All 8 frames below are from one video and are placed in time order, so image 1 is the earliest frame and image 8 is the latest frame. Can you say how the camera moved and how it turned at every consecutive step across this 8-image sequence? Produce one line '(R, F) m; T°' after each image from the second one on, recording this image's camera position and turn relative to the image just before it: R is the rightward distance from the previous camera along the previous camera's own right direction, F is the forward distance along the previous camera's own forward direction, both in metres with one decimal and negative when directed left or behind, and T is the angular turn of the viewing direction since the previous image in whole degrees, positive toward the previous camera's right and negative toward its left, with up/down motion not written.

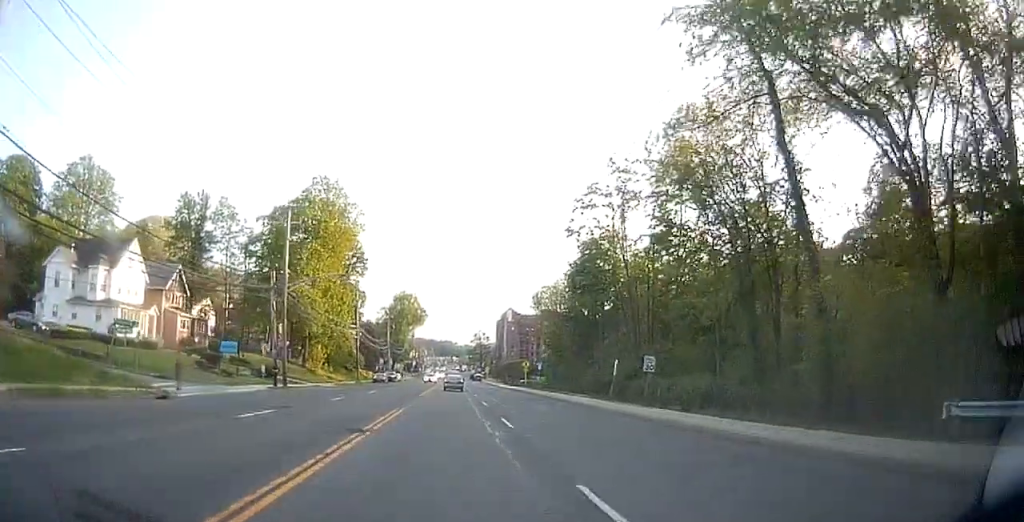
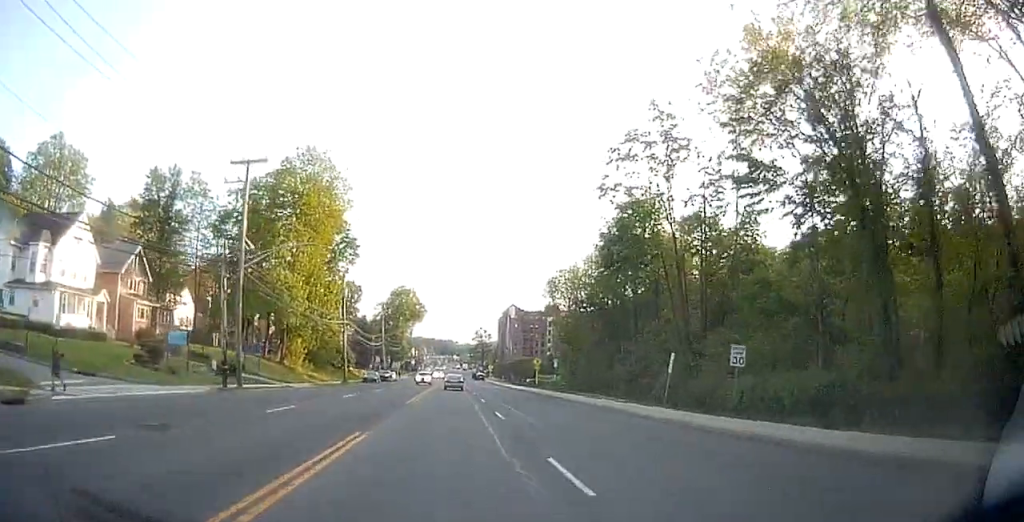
(+0.2, +9.8) m; 0°
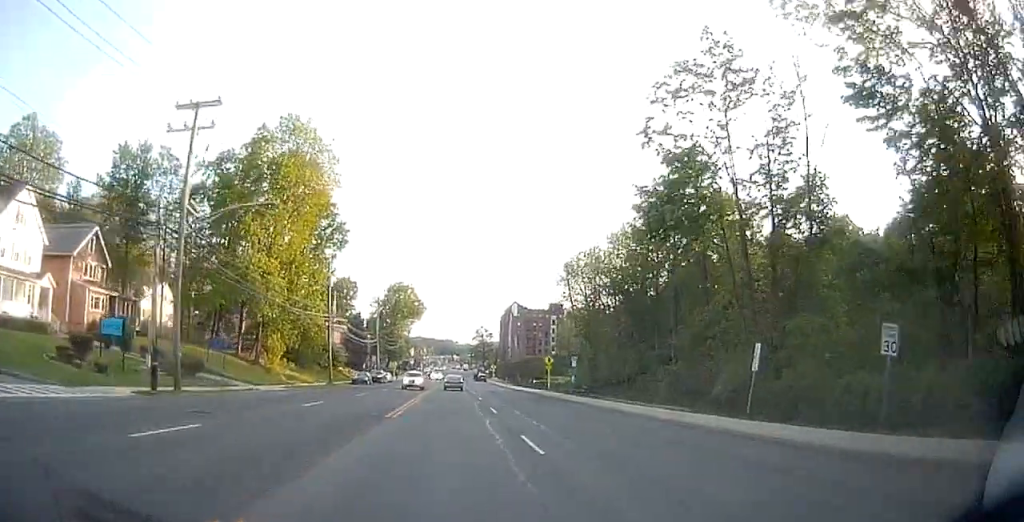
(+0.1, +8.3) m; 0°
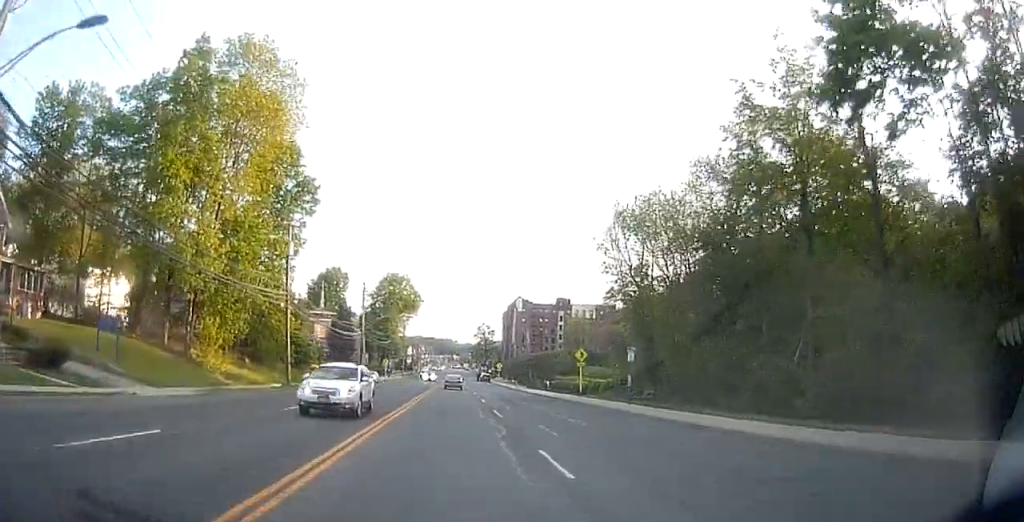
(-0.4, +15.2) m; -1°
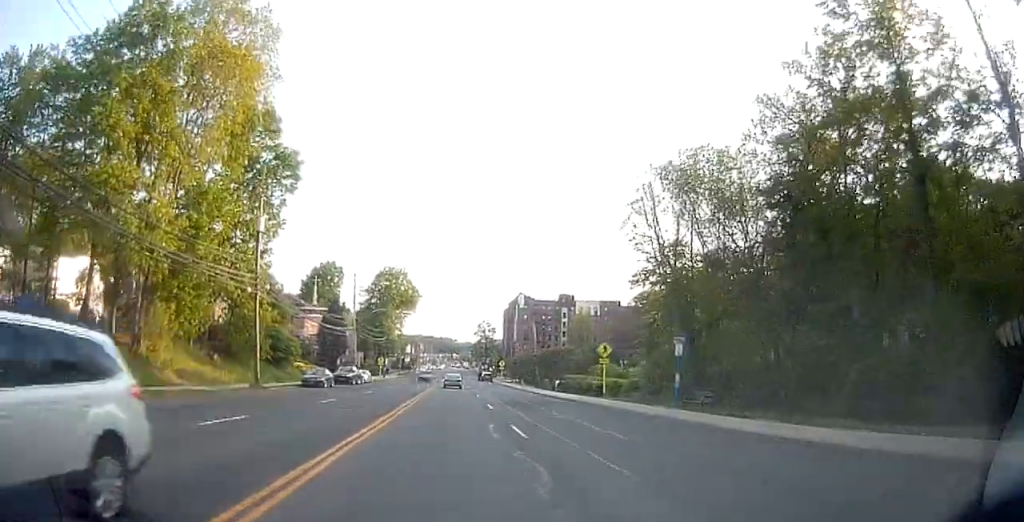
(-0.2, +7.1) m; +1°
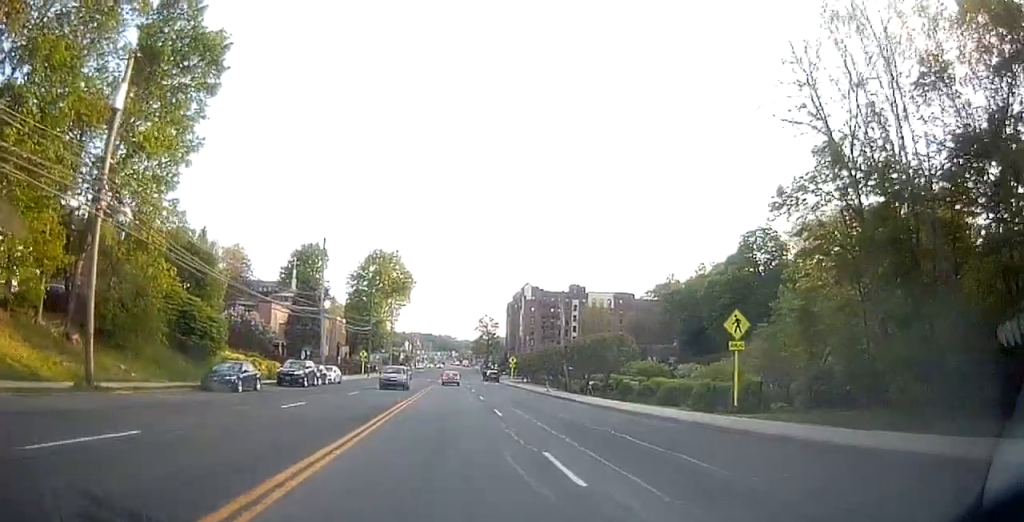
(+0.5, +18.3) m; +1°
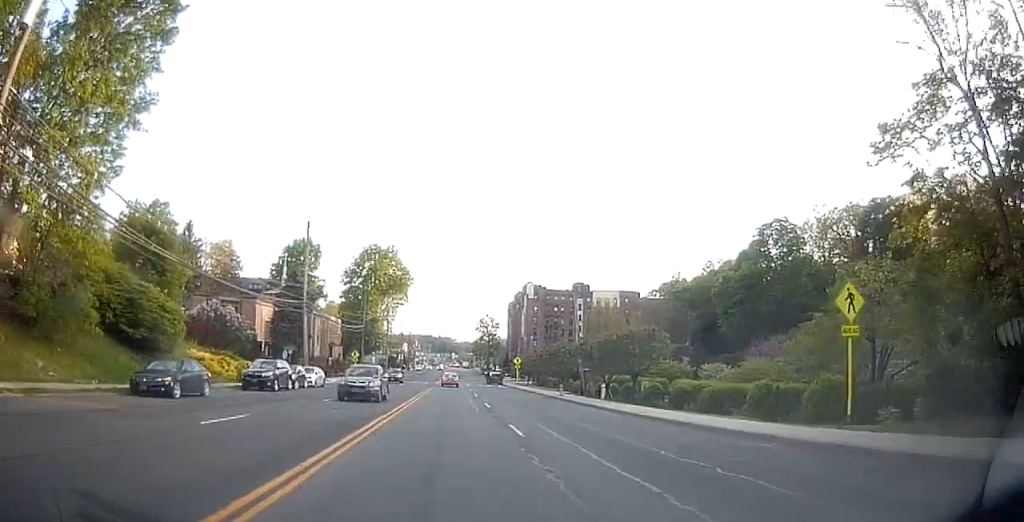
(-0.1, +6.5) m; -1°
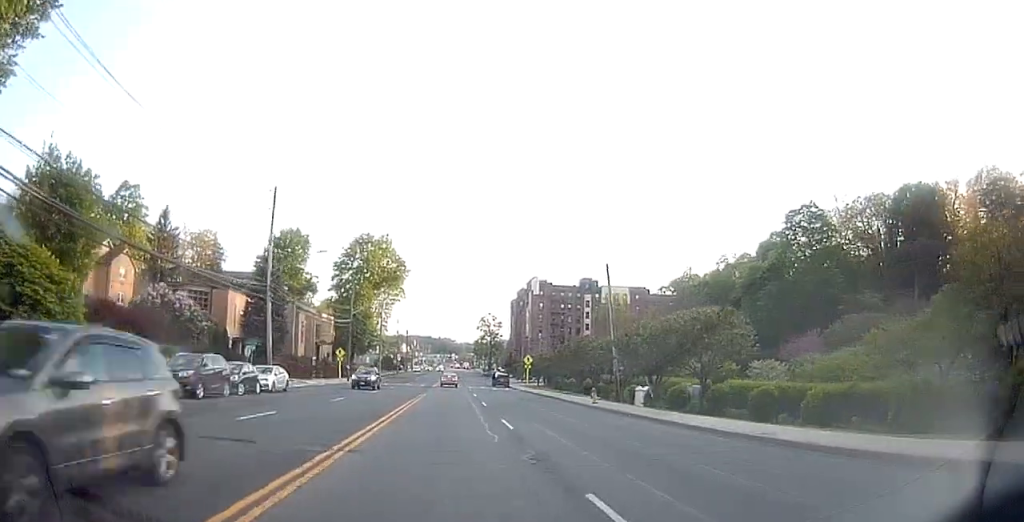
(-0.1, +10.0) m; -1°
